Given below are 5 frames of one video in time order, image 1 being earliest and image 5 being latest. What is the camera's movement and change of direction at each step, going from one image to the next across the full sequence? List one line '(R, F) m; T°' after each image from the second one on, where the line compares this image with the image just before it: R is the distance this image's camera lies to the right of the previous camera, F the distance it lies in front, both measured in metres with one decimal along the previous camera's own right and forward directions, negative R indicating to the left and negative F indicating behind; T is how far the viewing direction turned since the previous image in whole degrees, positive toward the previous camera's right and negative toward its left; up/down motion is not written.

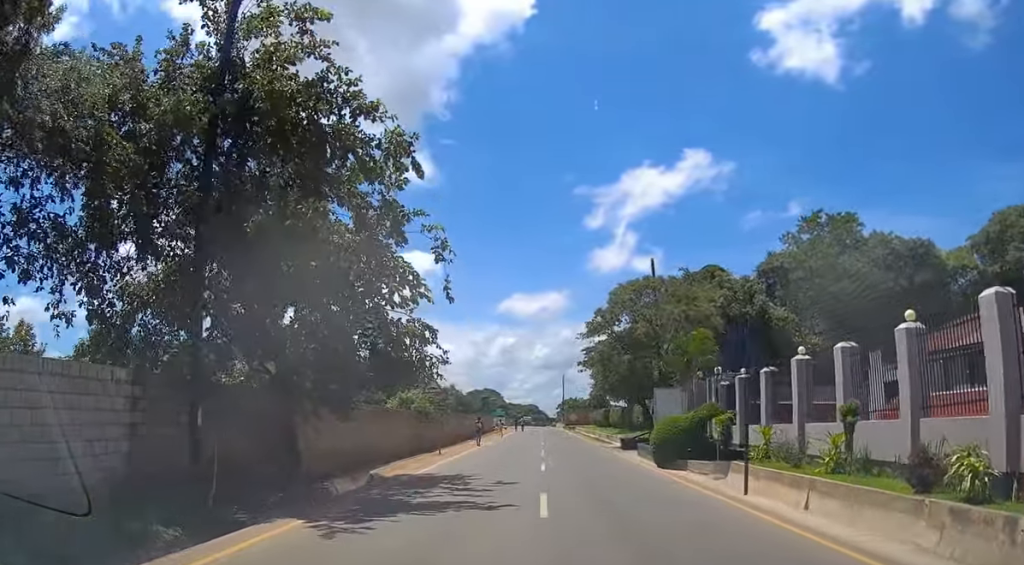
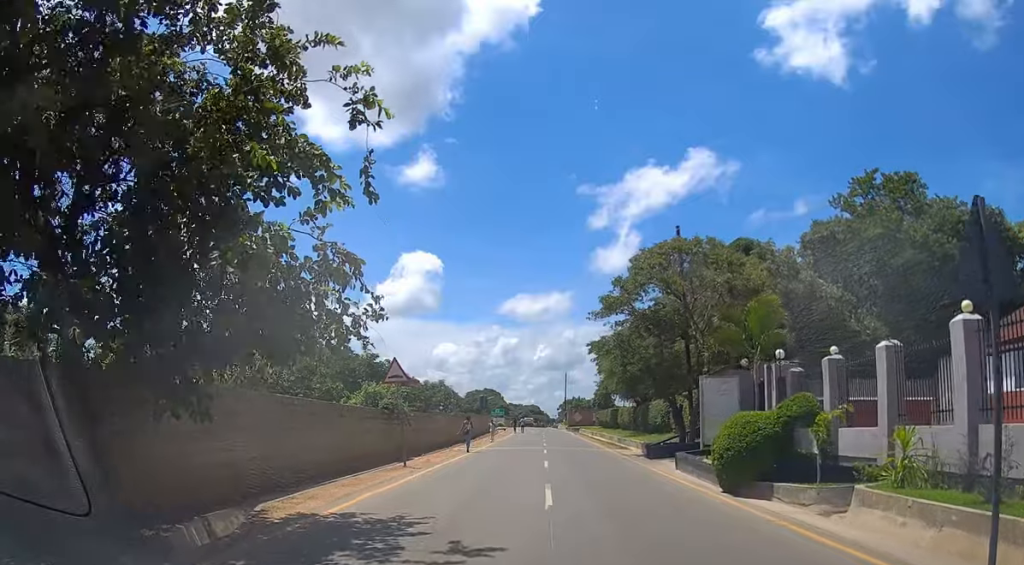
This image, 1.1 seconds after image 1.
(0.0, +7.8) m; 0°
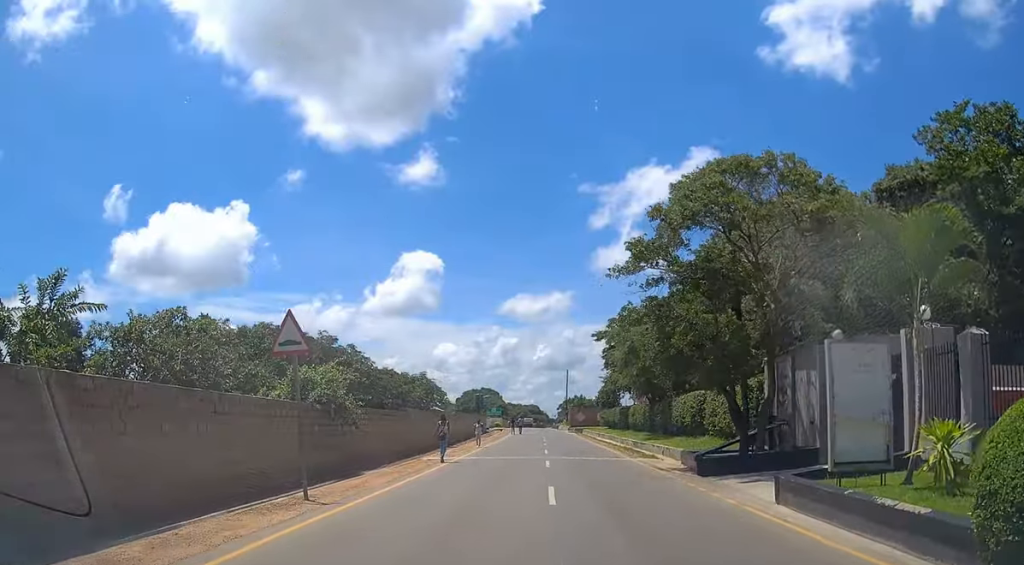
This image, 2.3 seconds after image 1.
(0.0, +9.1) m; 0°
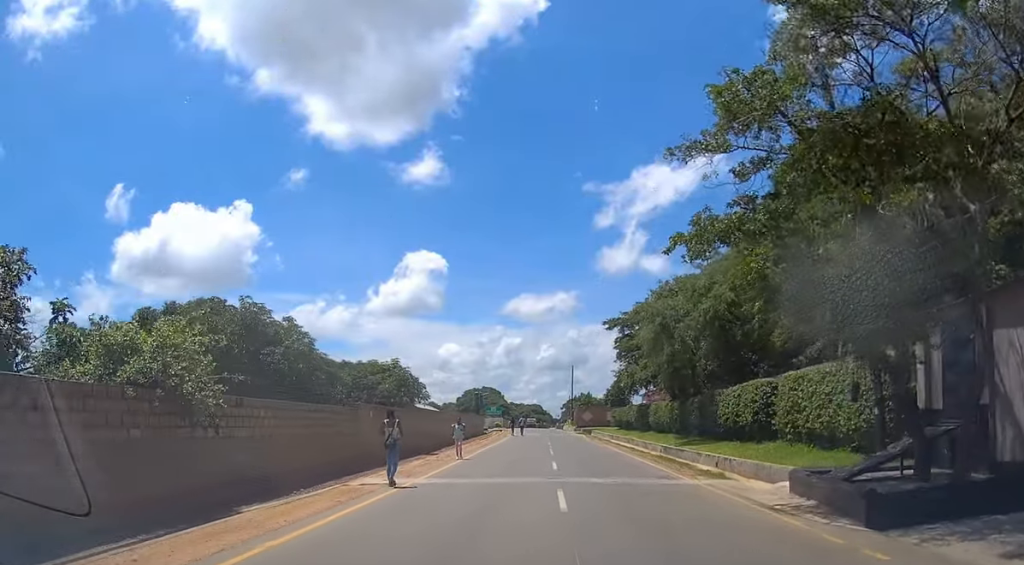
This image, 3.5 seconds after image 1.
(-0.1, +10.0) m; -1°
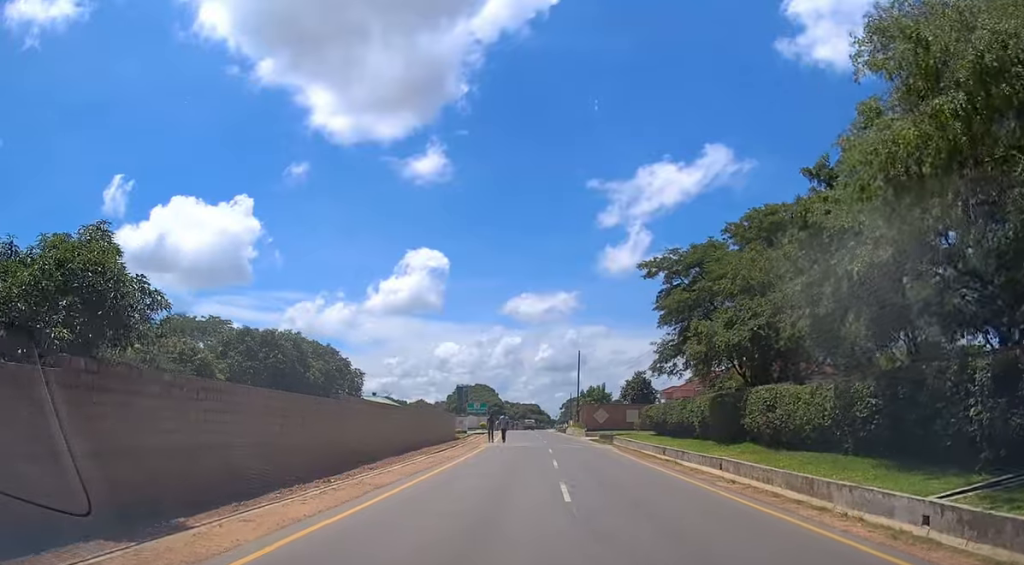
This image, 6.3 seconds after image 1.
(-0.3, +26.2) m; -1°
